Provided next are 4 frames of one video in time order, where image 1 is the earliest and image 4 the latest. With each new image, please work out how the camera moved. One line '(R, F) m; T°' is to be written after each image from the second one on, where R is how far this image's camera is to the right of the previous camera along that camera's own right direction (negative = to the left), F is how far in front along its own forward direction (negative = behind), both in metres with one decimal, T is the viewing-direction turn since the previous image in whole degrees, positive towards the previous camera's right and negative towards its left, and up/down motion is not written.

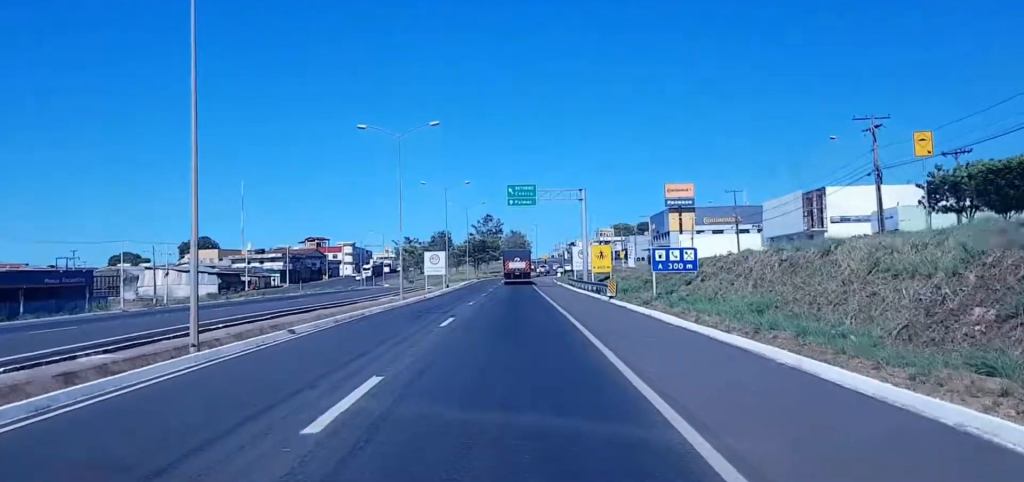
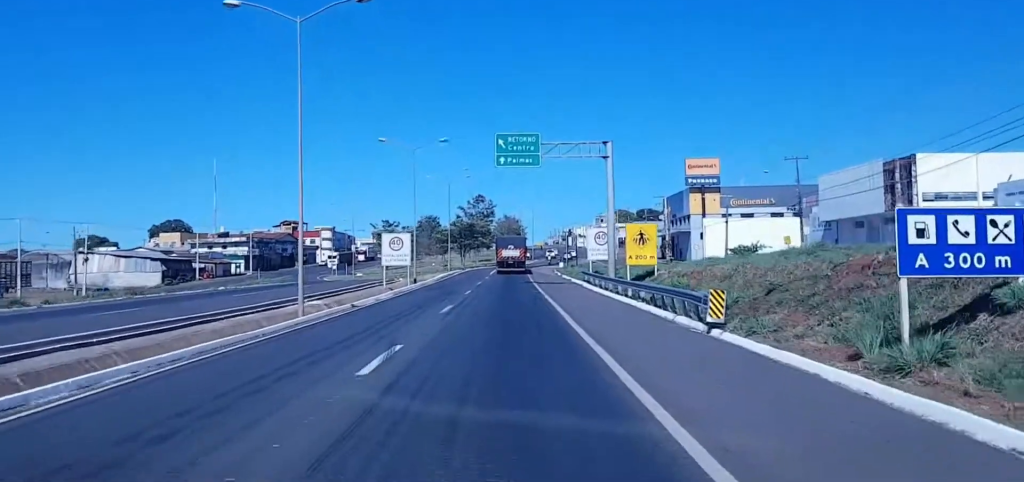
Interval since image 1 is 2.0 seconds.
(-0.6, +29.1) m; -1°
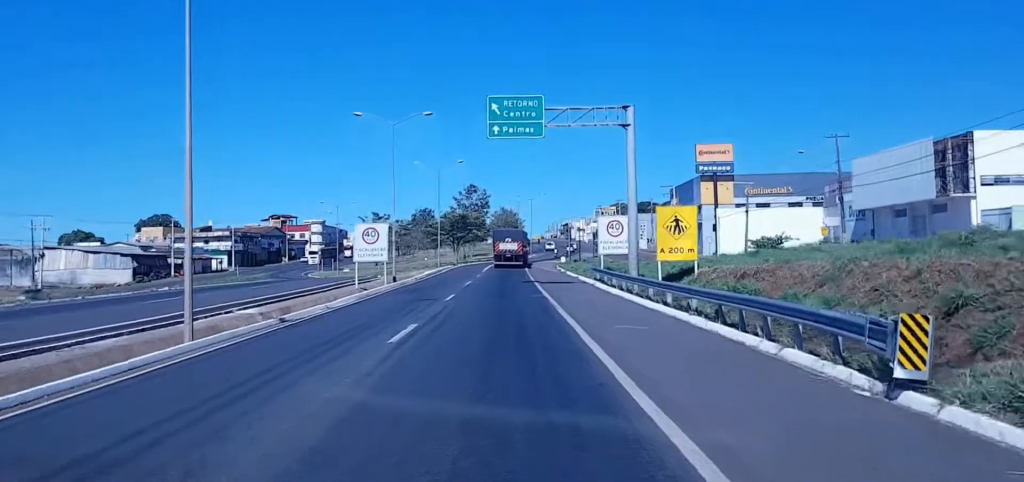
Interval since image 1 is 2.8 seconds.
(+0.1, +12.3) m; +2°
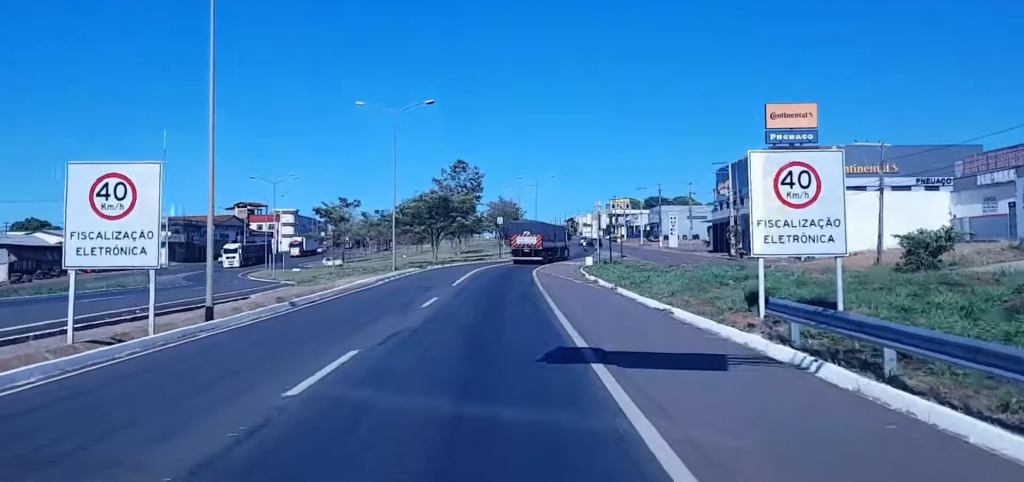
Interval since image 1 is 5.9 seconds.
(+2.3, +40.7) m; +3°
